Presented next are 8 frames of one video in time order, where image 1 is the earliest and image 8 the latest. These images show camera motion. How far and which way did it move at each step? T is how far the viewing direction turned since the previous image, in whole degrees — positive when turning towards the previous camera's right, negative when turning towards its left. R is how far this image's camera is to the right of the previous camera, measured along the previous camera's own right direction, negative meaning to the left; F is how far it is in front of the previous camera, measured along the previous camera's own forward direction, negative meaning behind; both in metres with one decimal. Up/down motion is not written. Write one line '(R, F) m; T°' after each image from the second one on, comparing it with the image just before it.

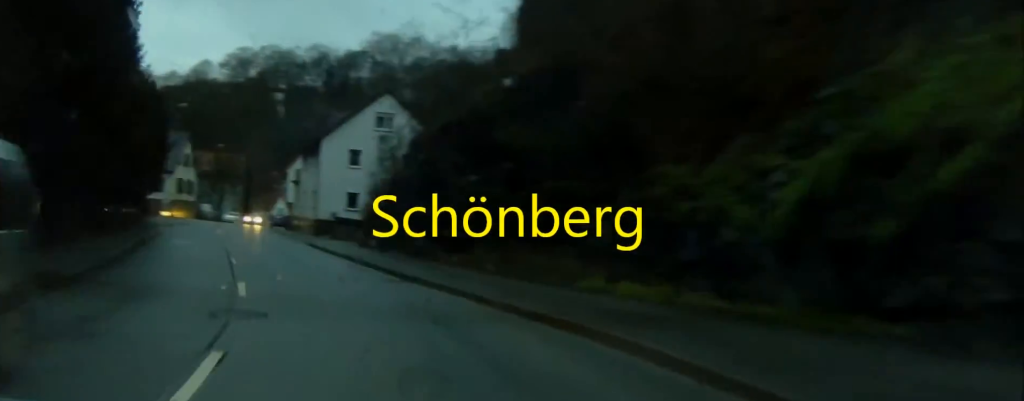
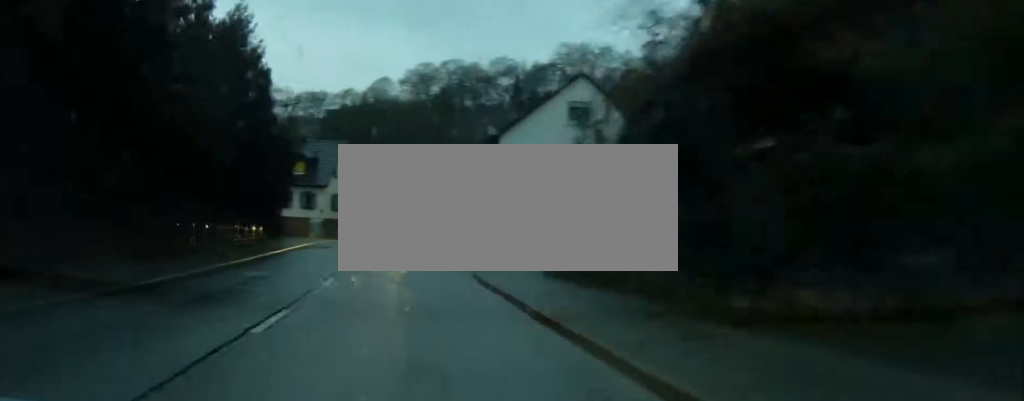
(-2.0, +12.9) m; -9°
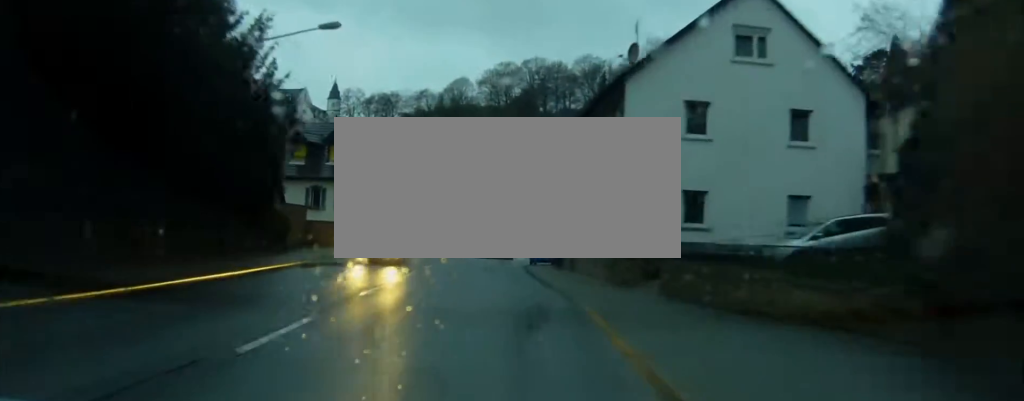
(-1.9, +19.6) m; -7°
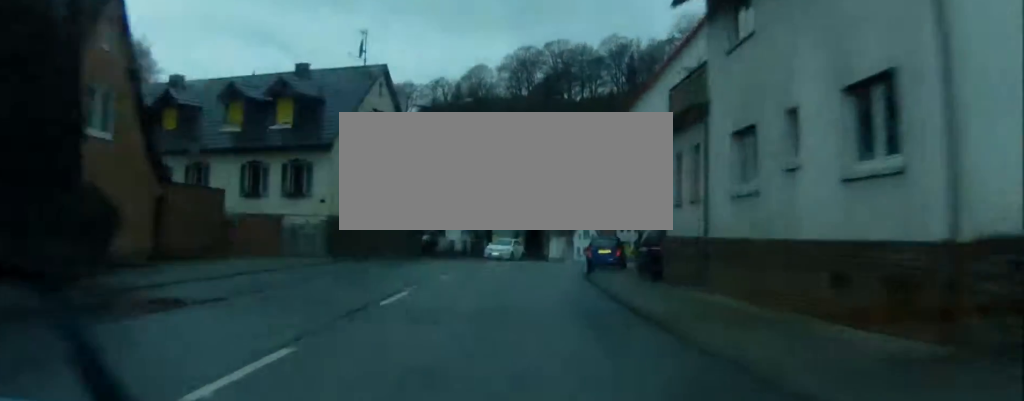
(-0.8, +20.8) m; -1°
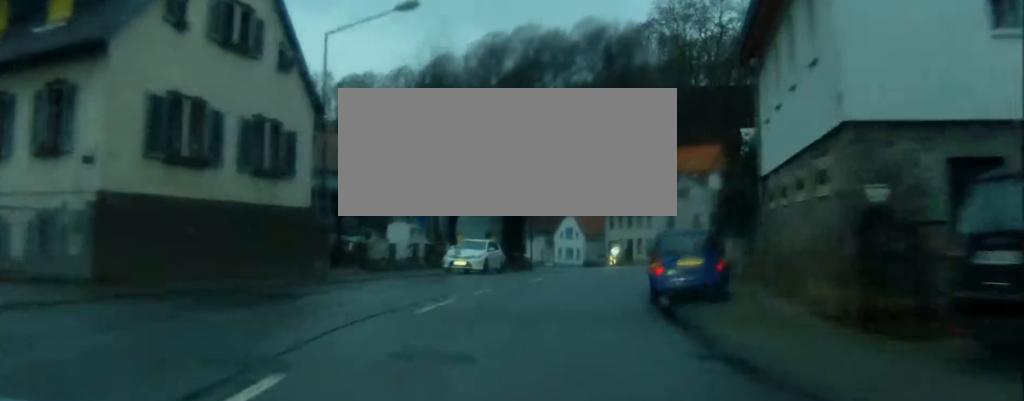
(0.0, +19.9) m; +3°
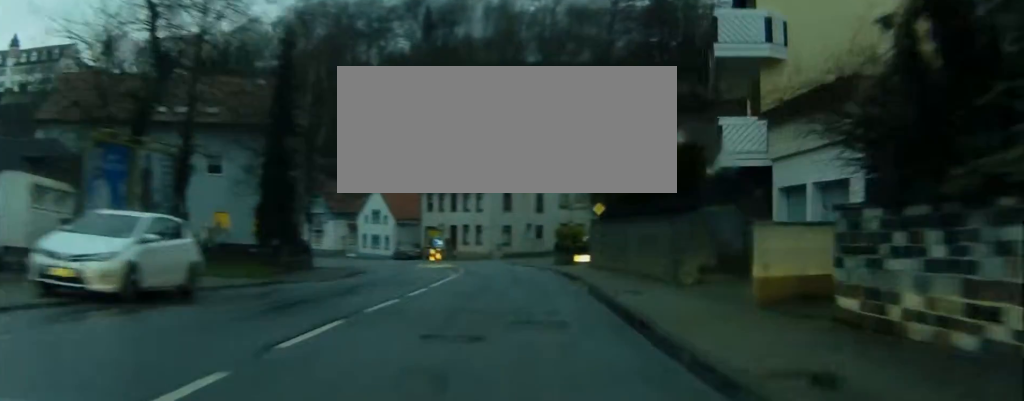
(+1.4, +23.4) m; +7°
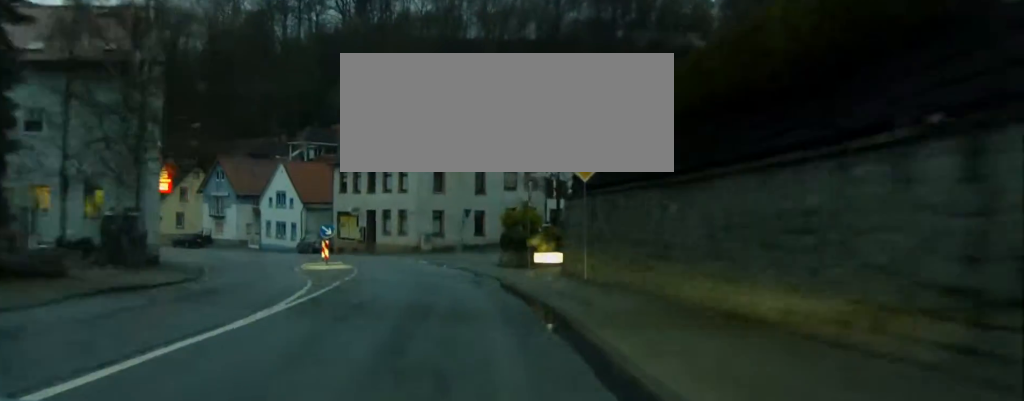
(+1.1, +17.8) m; +2°
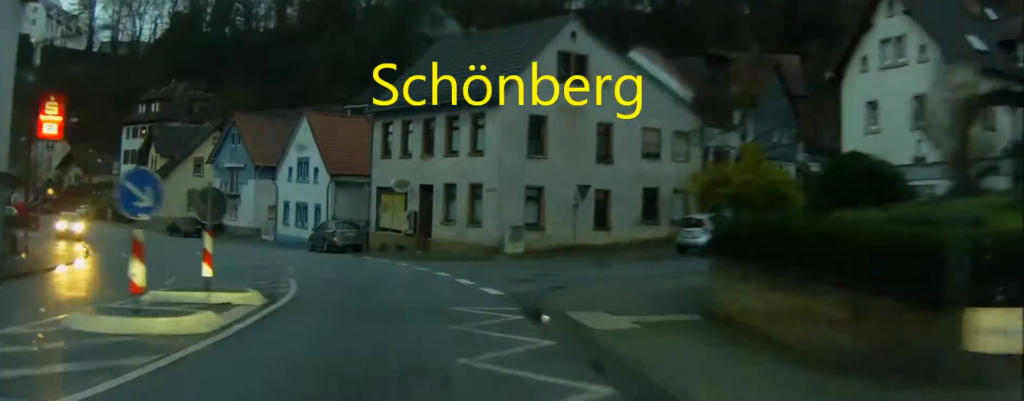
(-0.8, +25.0) m; -6°
